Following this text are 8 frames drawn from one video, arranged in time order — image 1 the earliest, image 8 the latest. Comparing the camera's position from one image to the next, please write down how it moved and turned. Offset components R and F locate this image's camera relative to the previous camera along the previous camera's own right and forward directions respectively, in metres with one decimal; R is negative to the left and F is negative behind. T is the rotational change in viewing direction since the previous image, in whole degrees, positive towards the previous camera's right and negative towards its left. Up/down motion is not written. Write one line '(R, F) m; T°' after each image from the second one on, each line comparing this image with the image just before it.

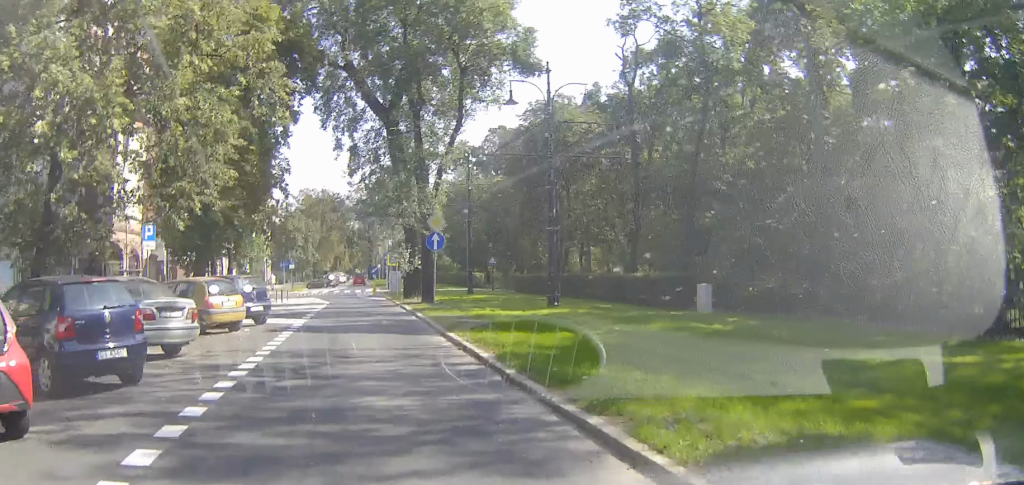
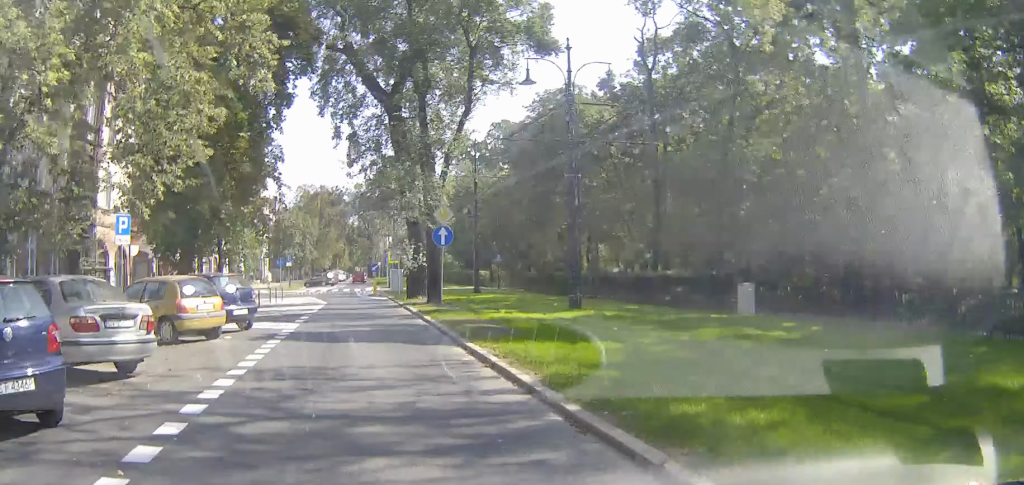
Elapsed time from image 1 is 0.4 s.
(0.0, +3.0) m; 0°
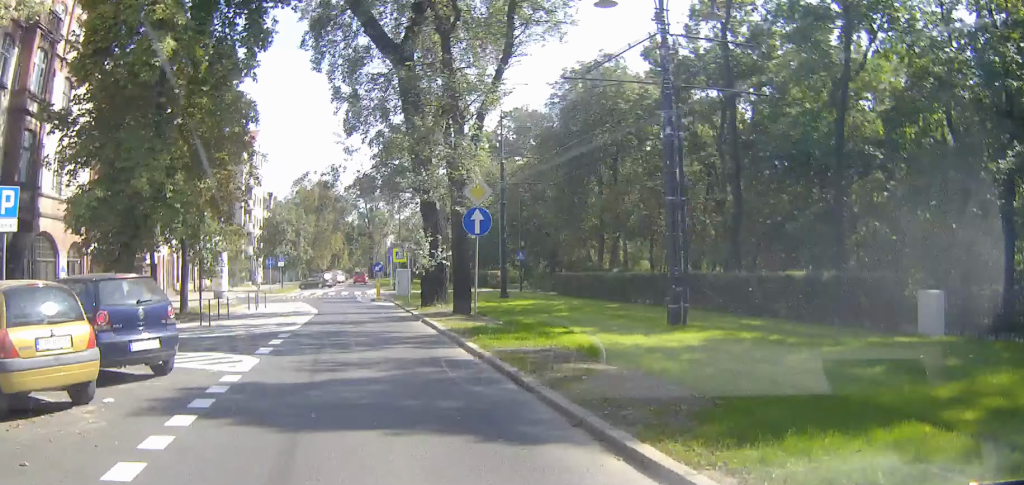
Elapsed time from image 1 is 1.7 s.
(0.0, +8.5) m; 0°
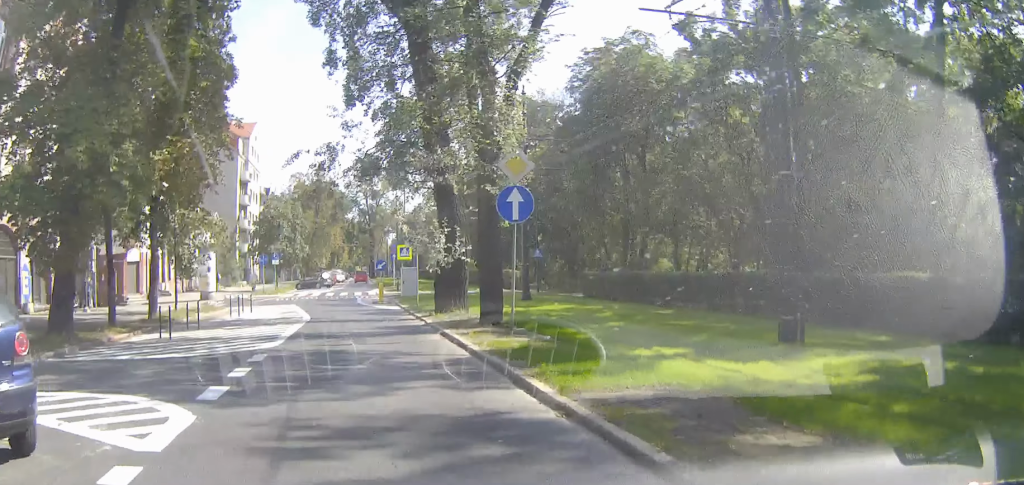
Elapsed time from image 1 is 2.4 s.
(0.0, +5.0) m; -1°
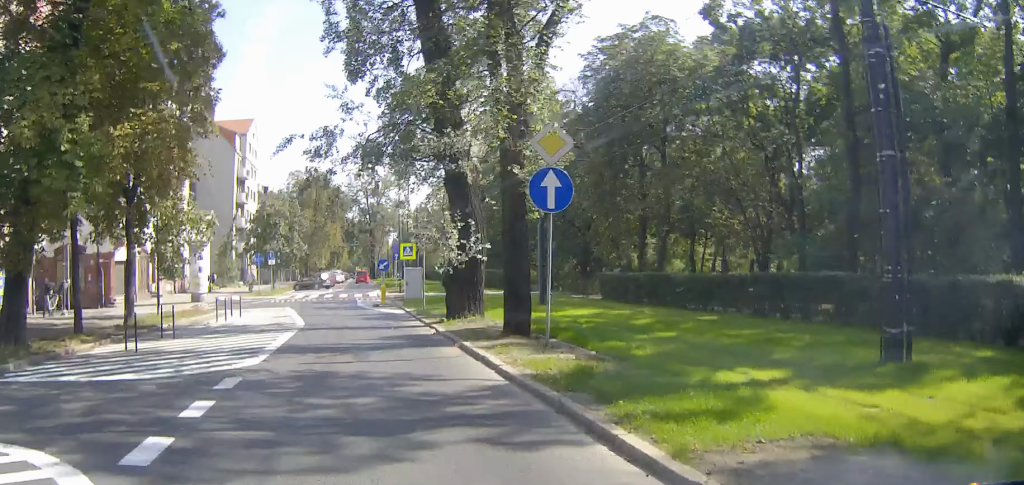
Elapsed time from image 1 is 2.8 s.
(0.0, +2.9) m; 0°
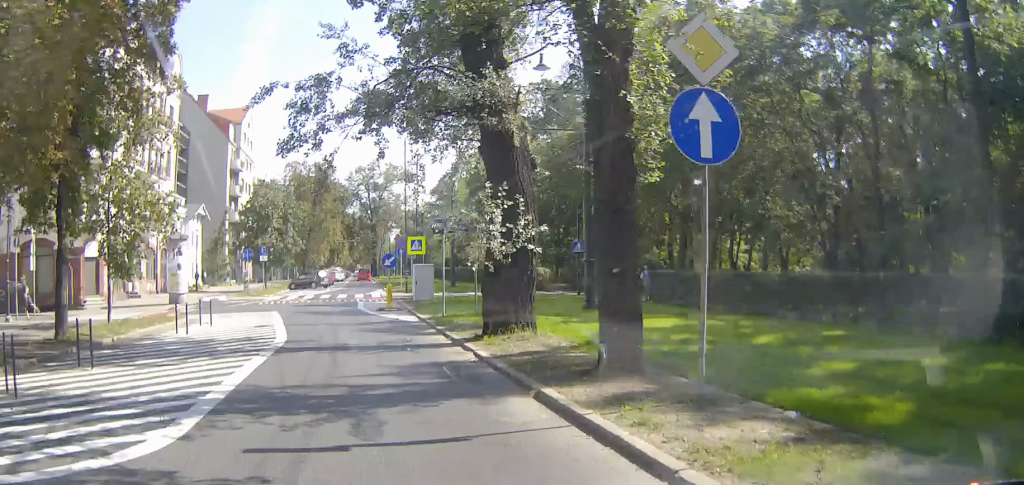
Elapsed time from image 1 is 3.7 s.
(-0.1, +6.0) m; -1°
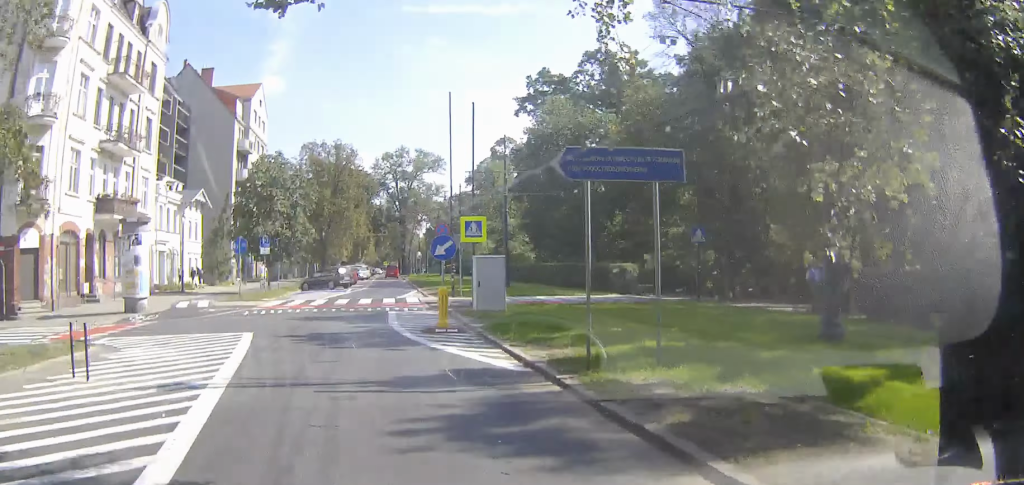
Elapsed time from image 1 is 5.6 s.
(0.0, +12.3) m; -2°
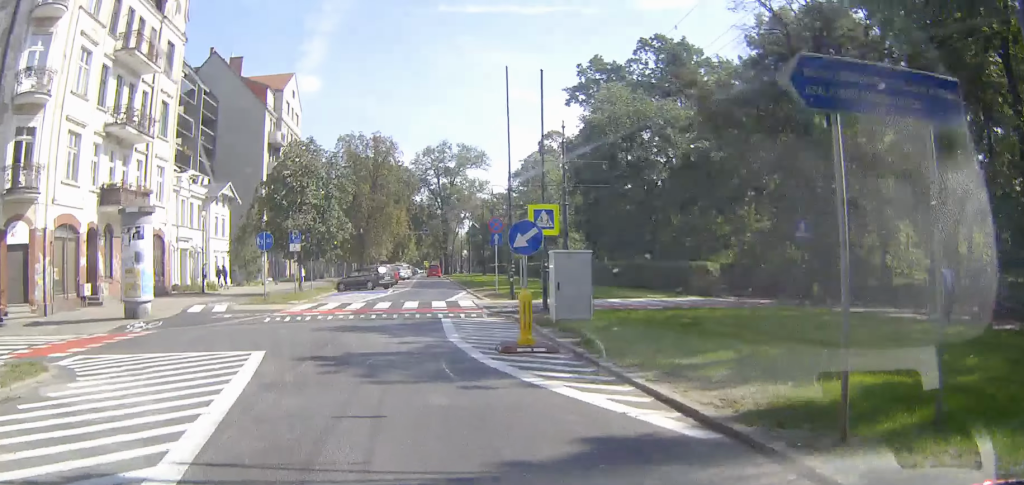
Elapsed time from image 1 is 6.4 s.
(-0.1, +4.8) m; -1°
